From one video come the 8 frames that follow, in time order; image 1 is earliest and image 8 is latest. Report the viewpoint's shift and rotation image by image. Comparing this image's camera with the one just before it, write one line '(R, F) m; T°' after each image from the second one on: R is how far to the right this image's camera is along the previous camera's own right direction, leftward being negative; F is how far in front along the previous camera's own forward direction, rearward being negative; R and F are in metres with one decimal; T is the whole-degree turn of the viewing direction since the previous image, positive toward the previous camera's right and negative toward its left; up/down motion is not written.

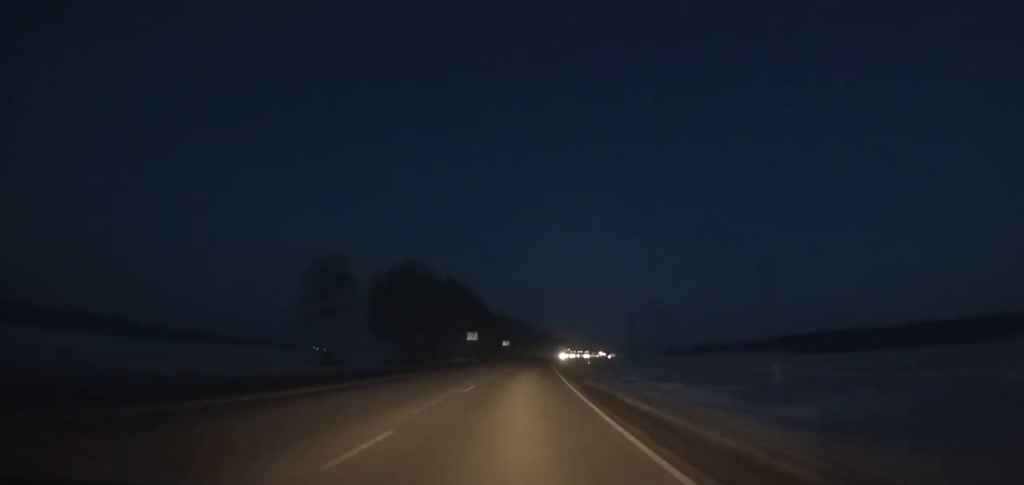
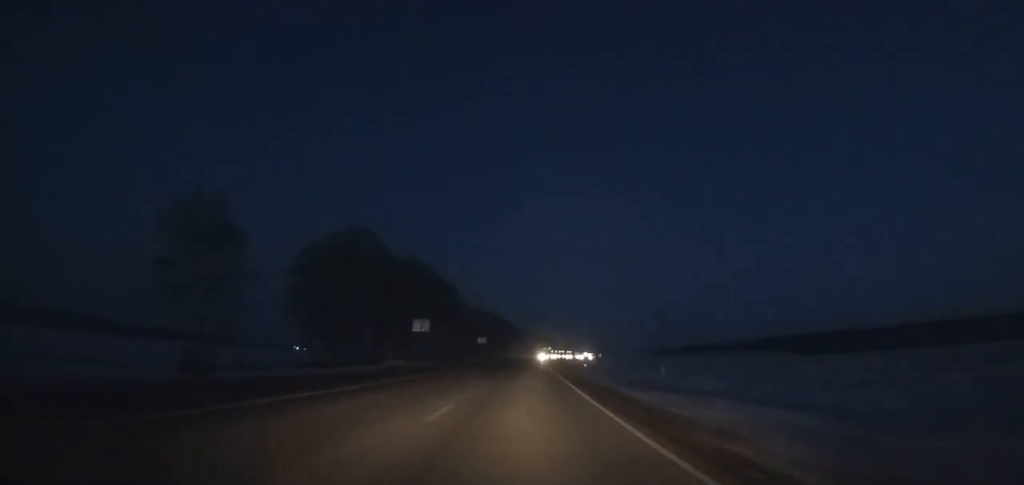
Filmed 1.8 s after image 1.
(+0.2, +31.5) m; +1°
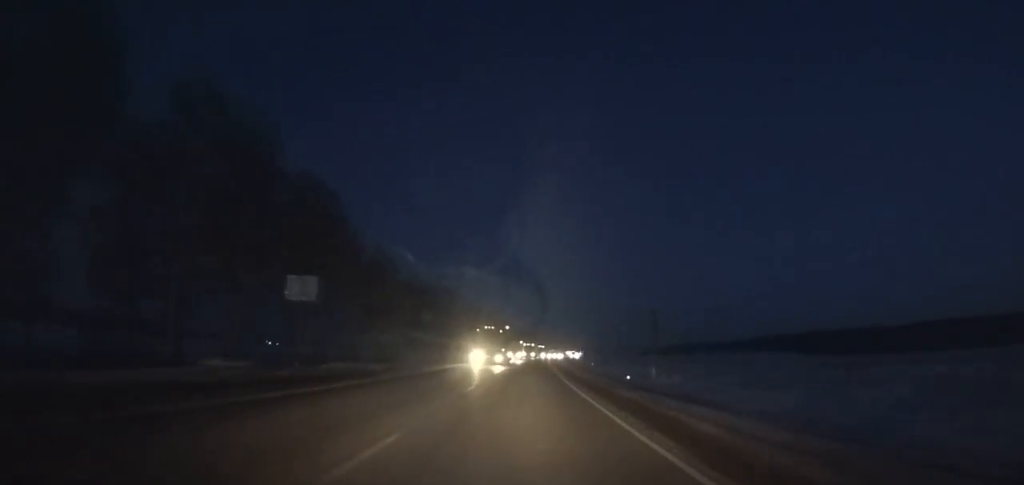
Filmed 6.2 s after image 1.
(+1.9, +76.8) m; +2°
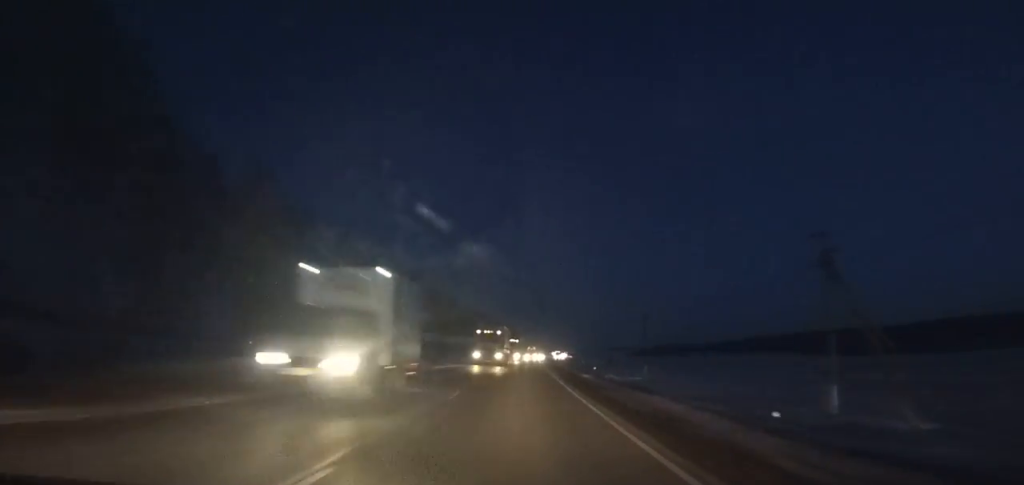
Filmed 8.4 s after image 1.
(+0.4, +38.4) m; +1°
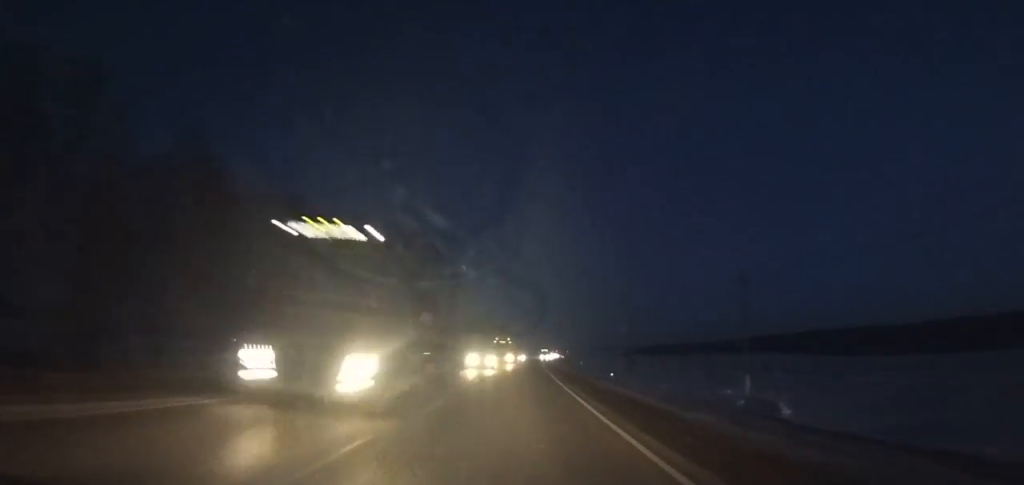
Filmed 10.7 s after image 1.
(+0.3, +40.3) m; +1°
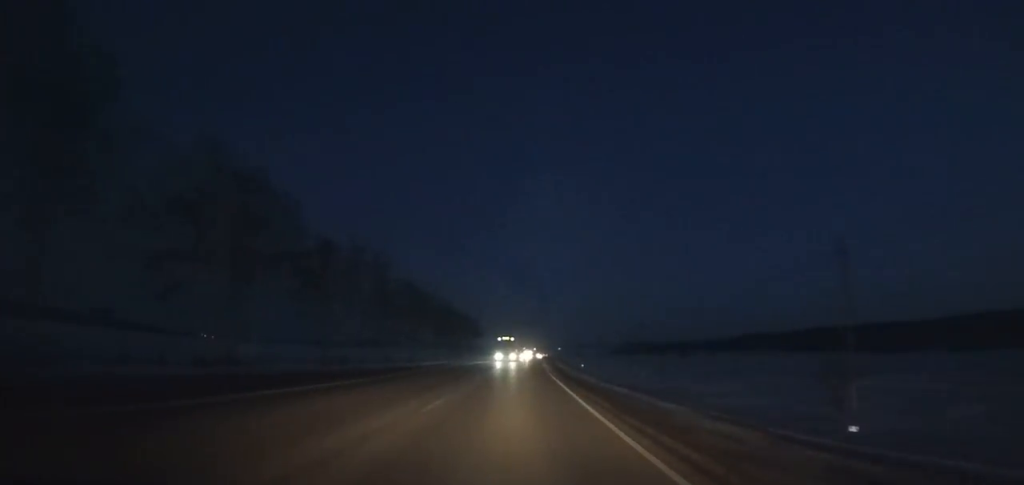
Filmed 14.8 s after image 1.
(+1.4, +72.7) m; +2°
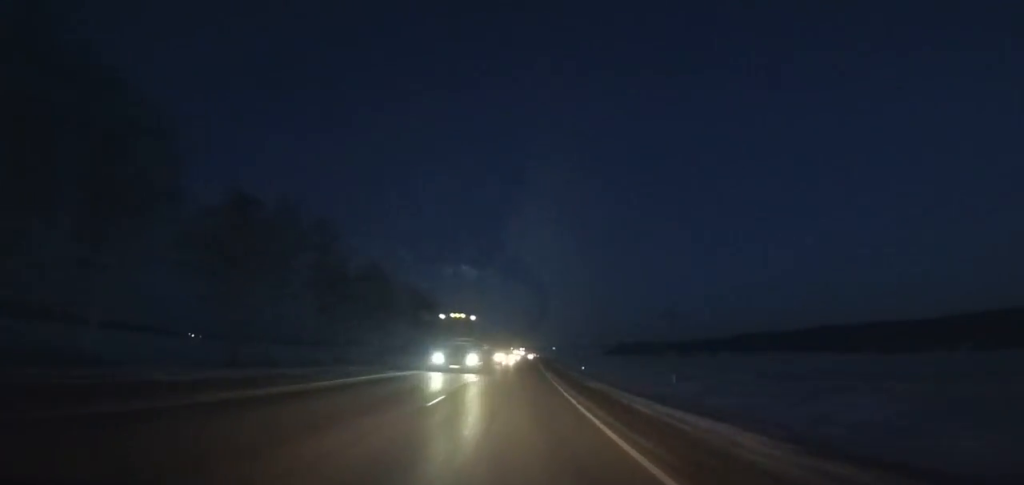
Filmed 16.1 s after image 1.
(+0.1, +23.3) m; +1°
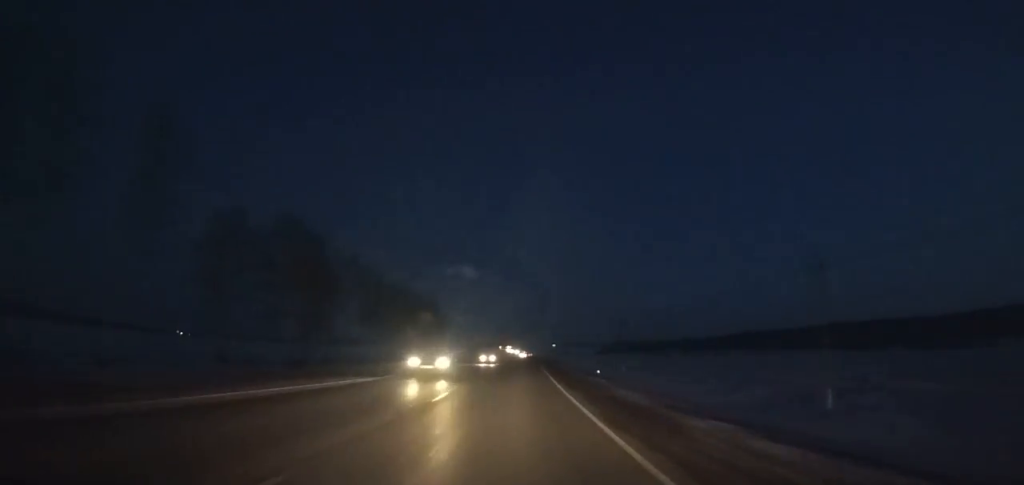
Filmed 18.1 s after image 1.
(+0.5, +36.7) m; +1°
